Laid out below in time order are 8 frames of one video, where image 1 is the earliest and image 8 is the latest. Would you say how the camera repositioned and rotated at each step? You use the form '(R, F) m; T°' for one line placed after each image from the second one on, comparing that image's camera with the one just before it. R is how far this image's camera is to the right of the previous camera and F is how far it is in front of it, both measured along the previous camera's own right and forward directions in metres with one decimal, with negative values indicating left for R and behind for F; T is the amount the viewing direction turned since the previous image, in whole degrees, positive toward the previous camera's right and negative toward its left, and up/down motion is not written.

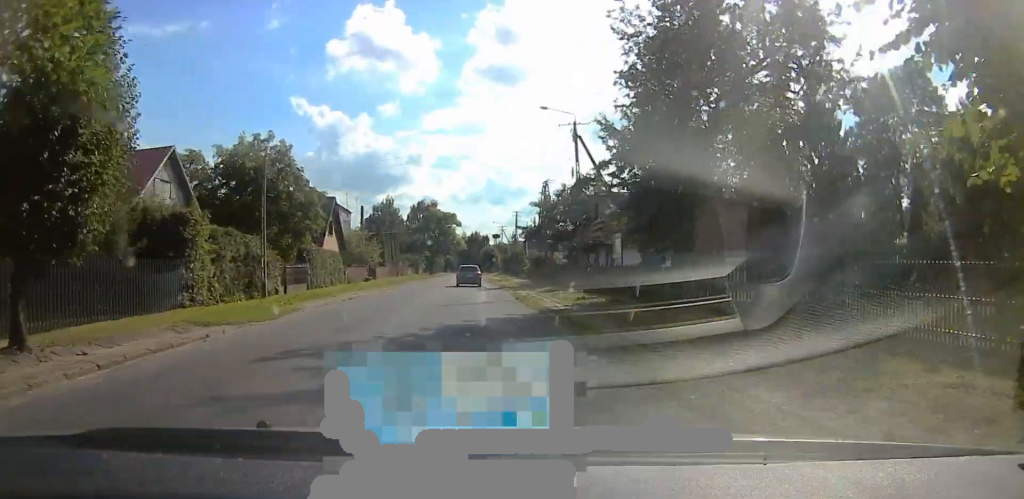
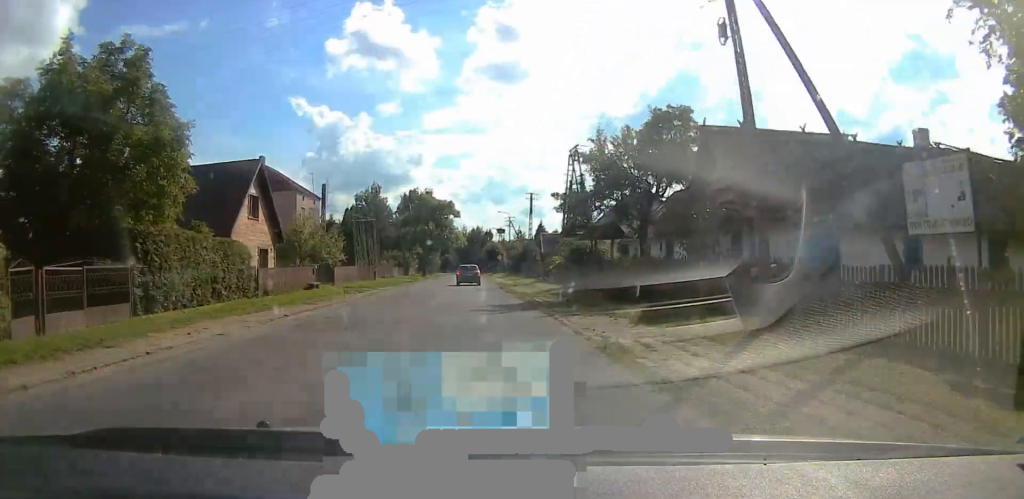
(0.0, +19.5) m; 0°
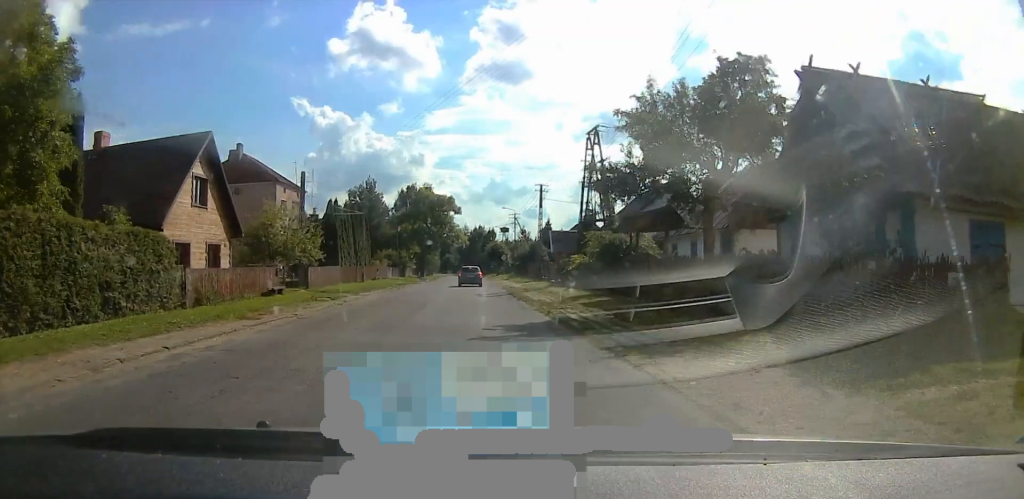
(0.0, +7.6) m; -1°
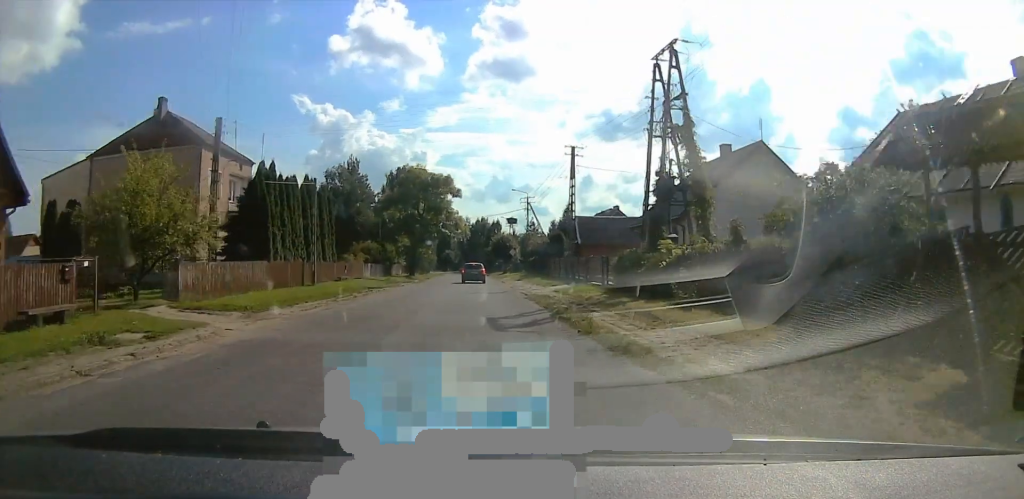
(-0.4, +17.3) m; -1°
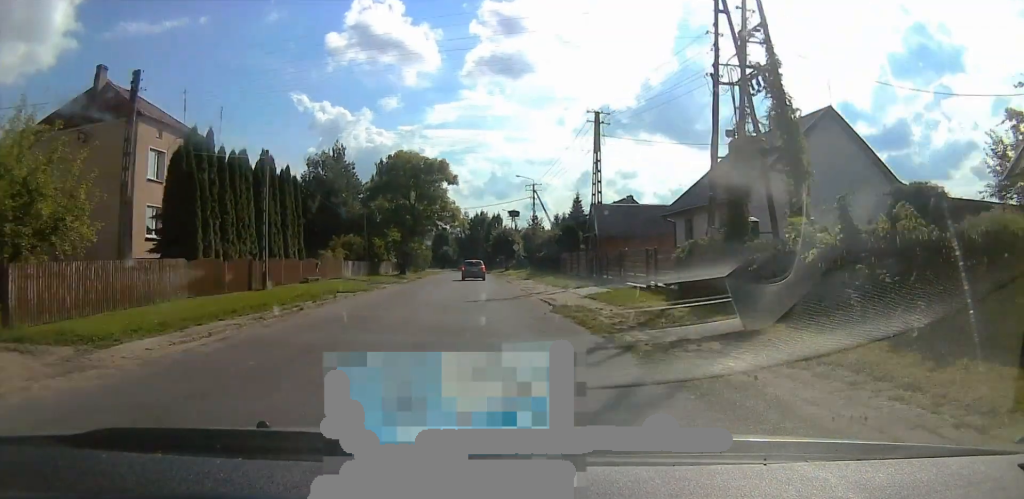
(-0.1, +8.6) m; 0°
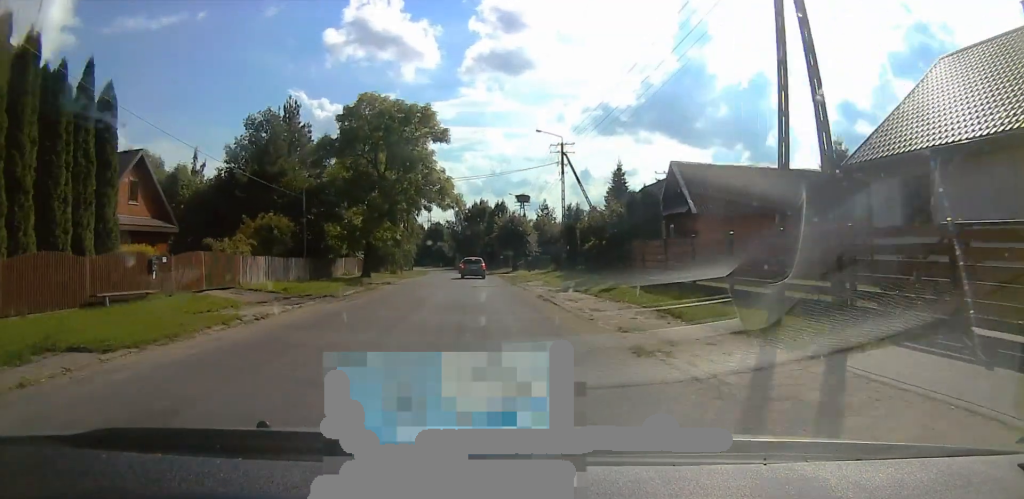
(+0.6, +20.4) m; +2°
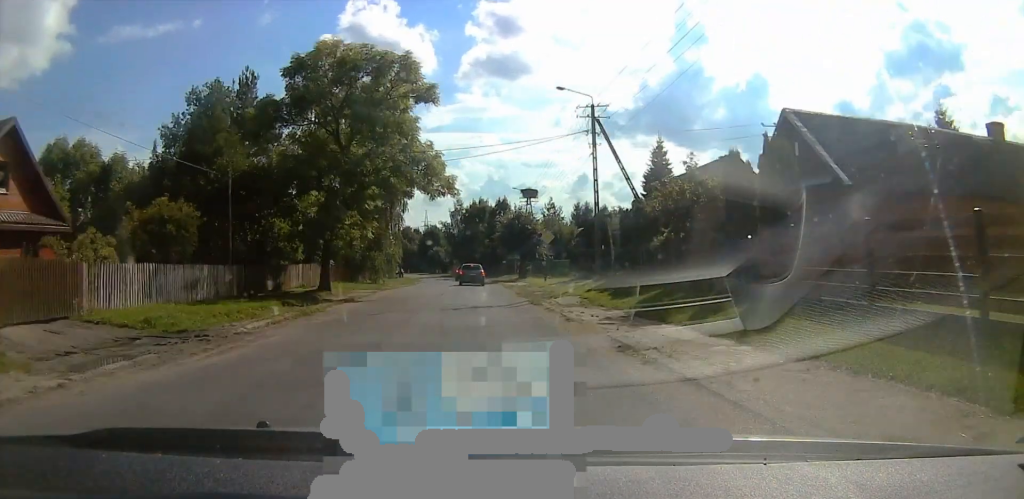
(0.0, +11.0) m; 0°
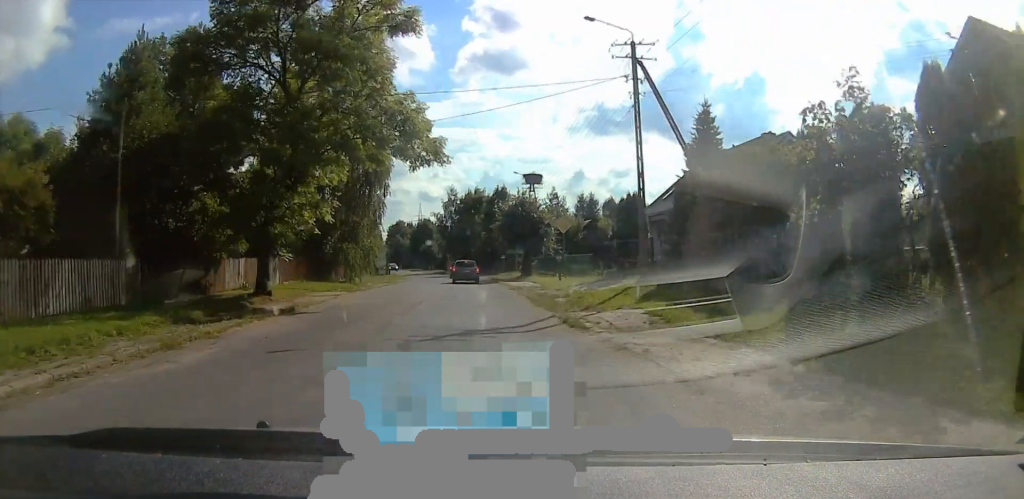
(0.0, +8.2) m; 0°
